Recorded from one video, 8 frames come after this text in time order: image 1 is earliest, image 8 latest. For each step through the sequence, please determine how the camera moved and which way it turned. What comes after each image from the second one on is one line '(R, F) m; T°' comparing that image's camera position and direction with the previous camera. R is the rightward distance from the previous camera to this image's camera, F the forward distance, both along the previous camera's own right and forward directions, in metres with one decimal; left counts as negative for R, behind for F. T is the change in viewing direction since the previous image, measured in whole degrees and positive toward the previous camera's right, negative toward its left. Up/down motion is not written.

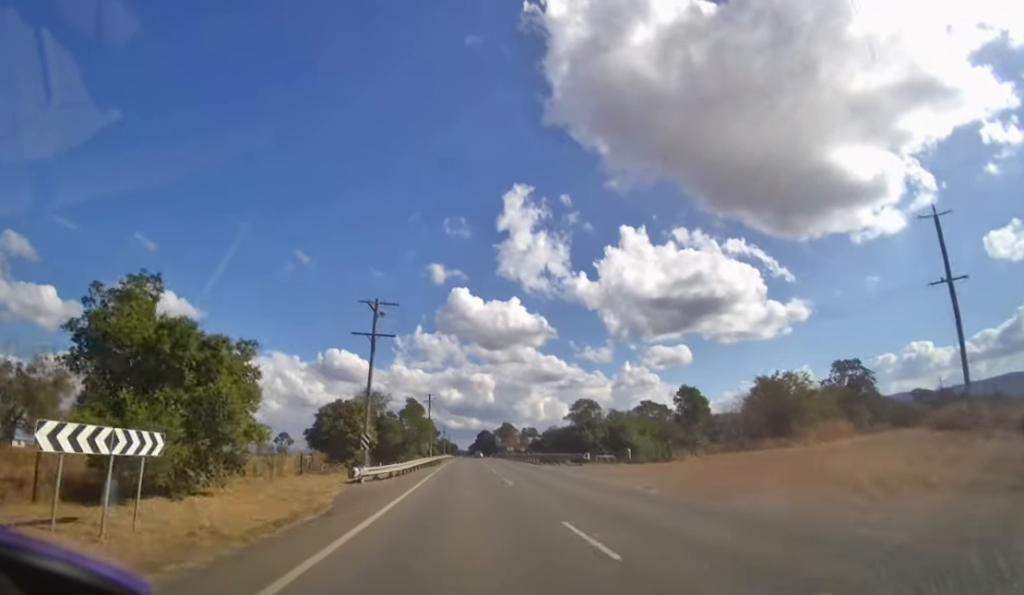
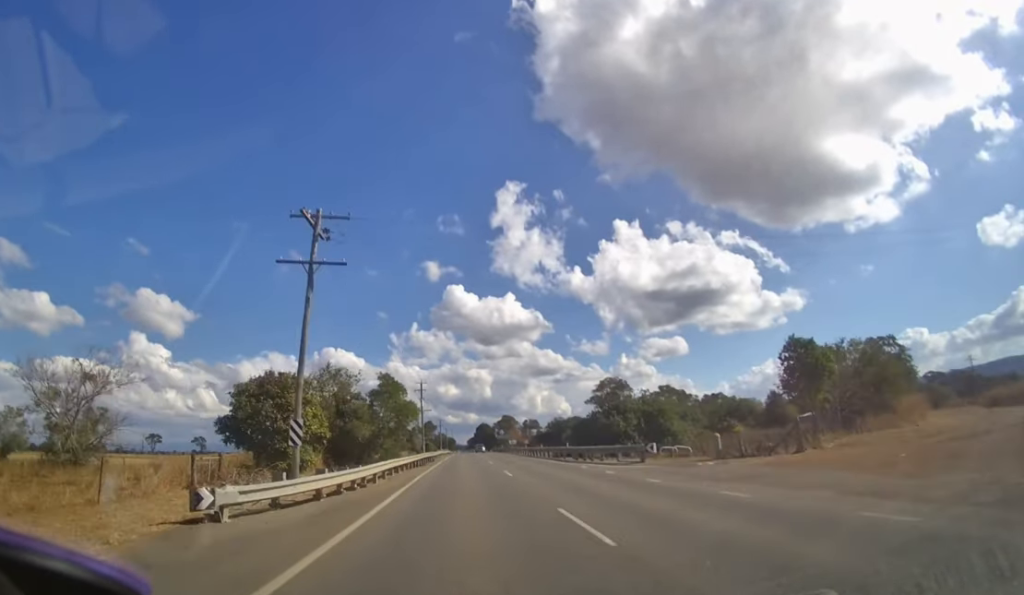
(0.0, +12.5) m; 0°
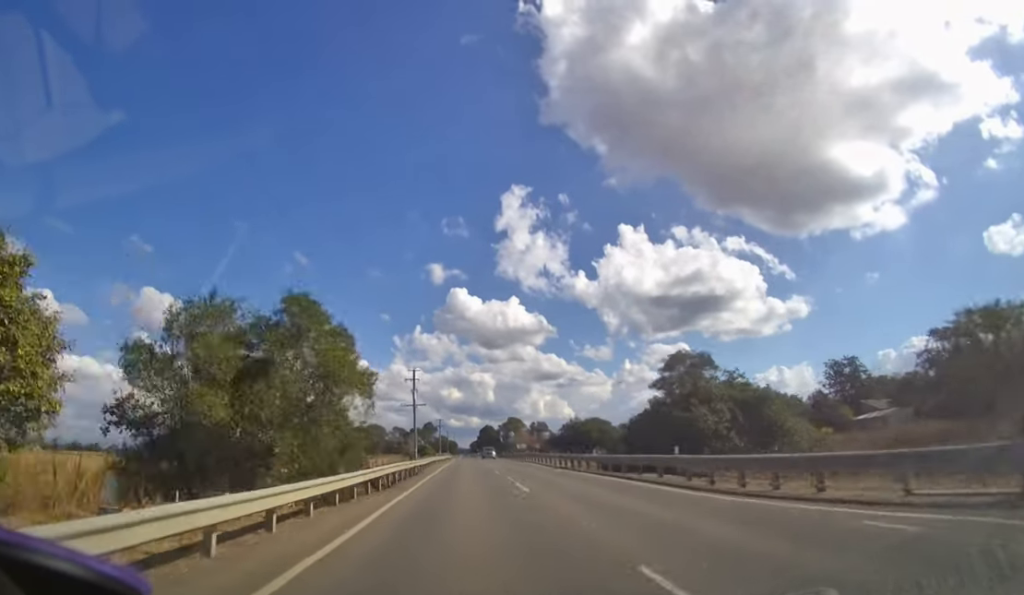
(0.0, +16.7) m; 0°
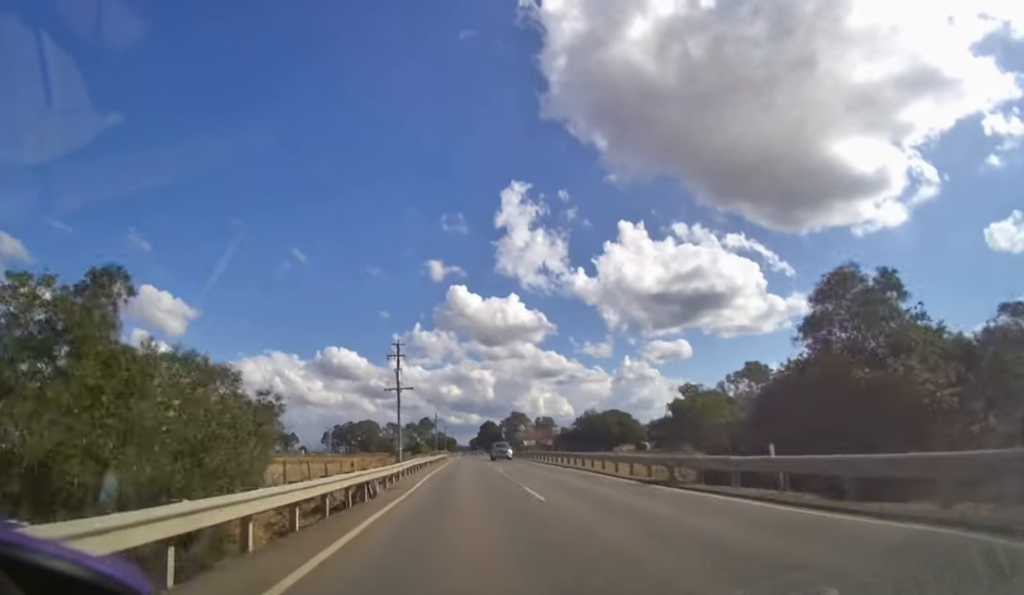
(0.0, +16.2) m; 0°
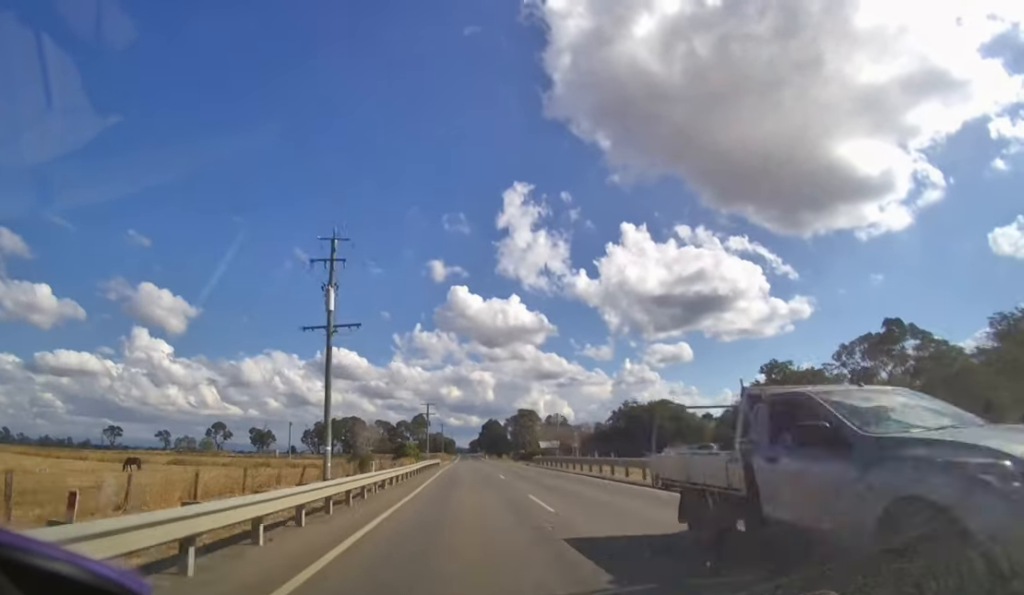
(+0.1, +28.8) m; 0°
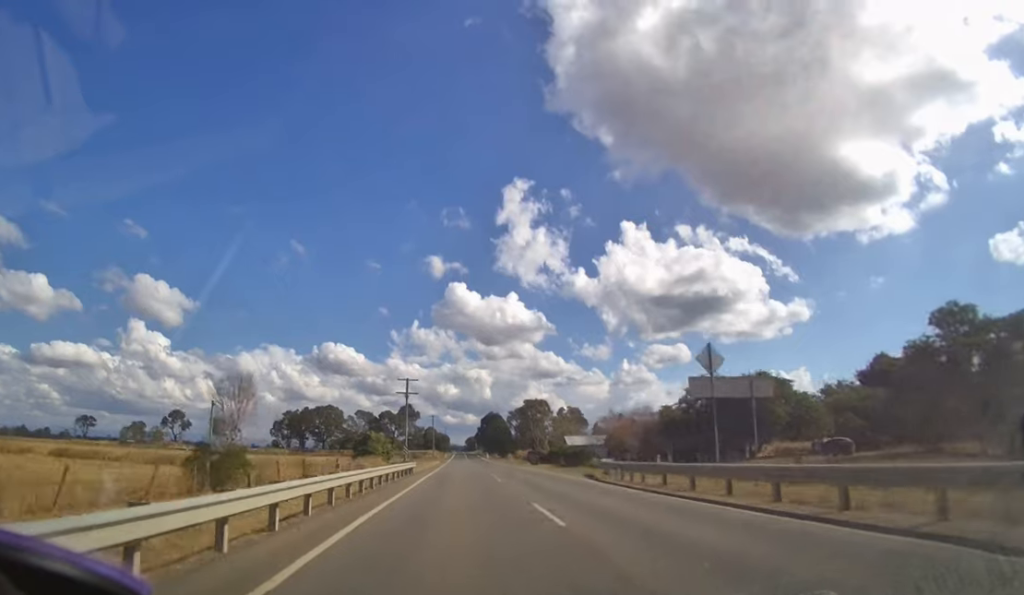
(0.0, +31.8) m; 0°
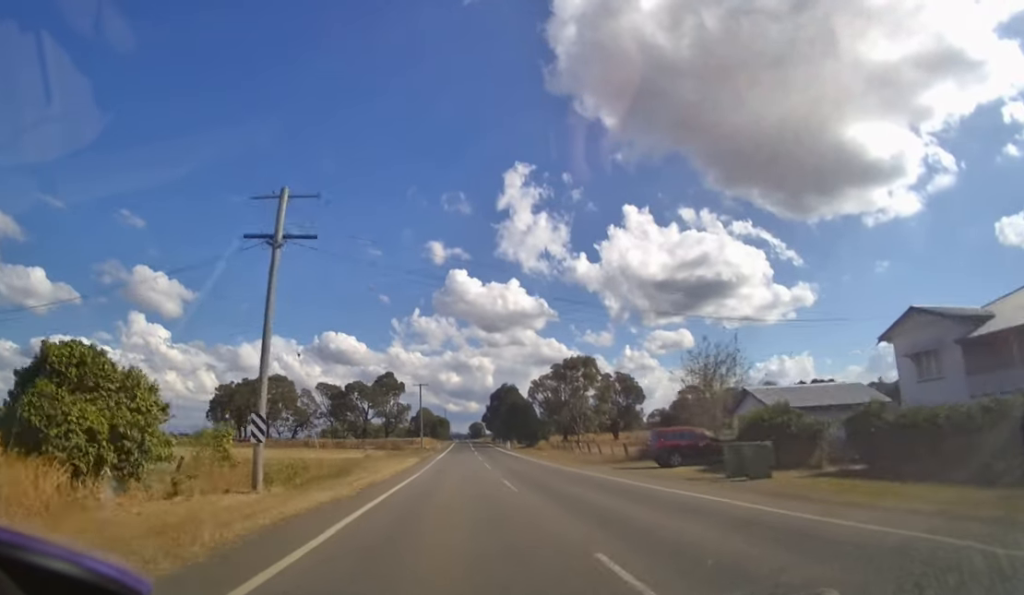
(-0.1, +45.6) m; 0°
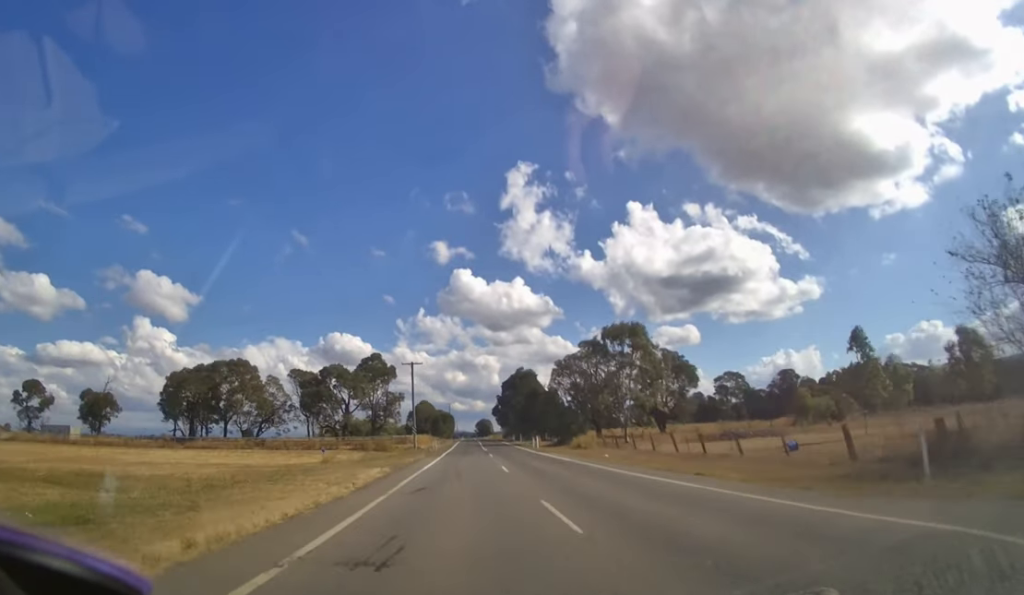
(0.0, +20.6) m; 0°
